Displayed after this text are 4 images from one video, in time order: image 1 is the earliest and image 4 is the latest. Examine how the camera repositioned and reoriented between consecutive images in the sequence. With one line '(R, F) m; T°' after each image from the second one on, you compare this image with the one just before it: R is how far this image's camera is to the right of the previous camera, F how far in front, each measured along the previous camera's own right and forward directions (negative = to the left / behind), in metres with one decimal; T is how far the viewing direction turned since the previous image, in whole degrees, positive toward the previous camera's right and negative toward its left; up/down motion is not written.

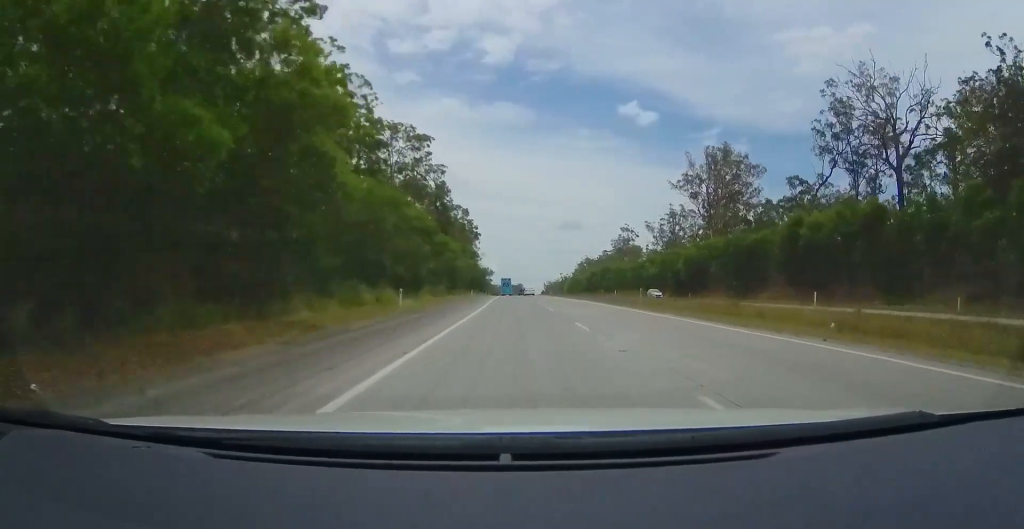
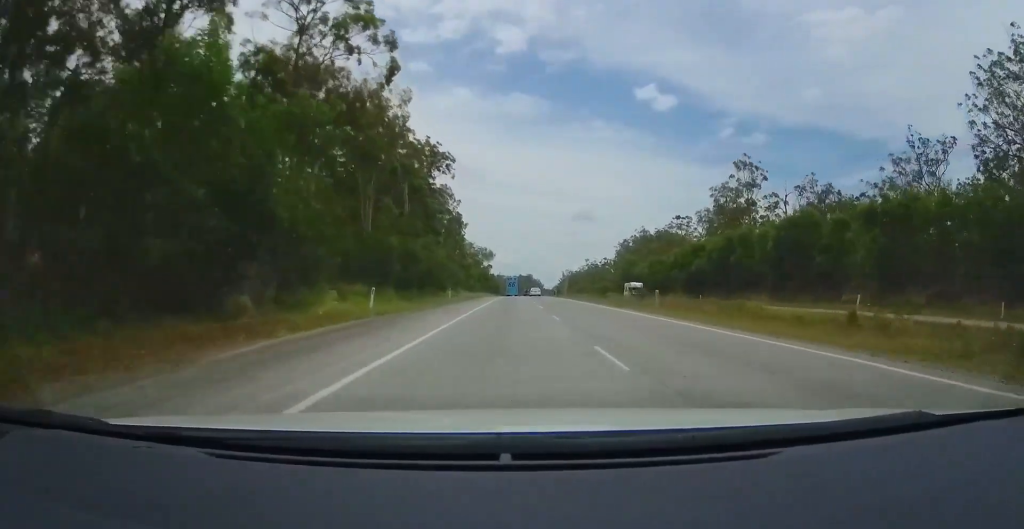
(-2.2, +124.0) m; -2°
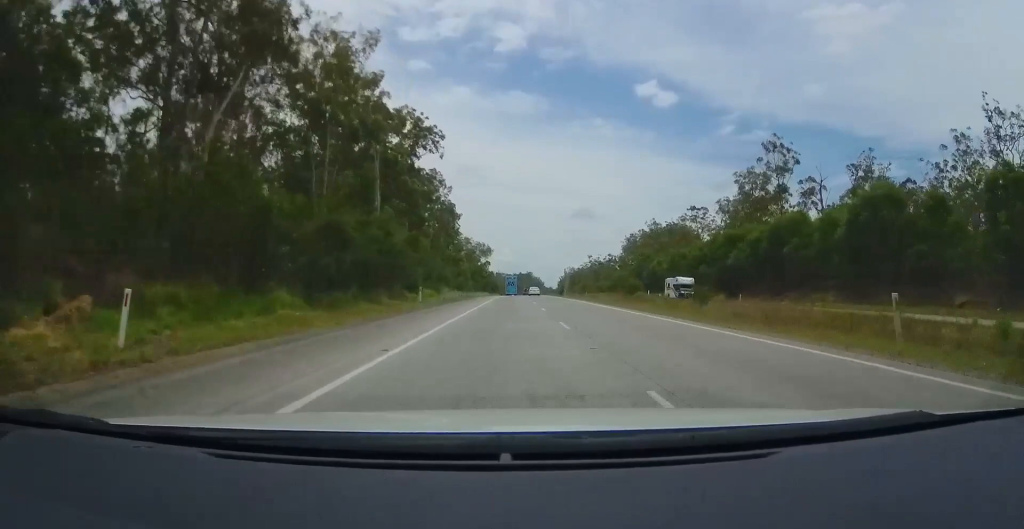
(-0.2, +15.7) m; 0°
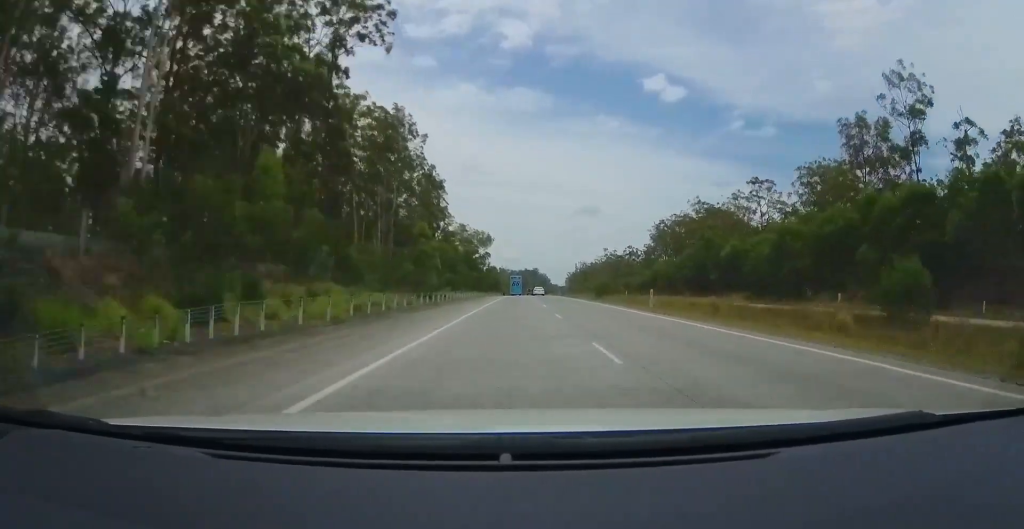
(+0.1, +41.0) m; -1°
